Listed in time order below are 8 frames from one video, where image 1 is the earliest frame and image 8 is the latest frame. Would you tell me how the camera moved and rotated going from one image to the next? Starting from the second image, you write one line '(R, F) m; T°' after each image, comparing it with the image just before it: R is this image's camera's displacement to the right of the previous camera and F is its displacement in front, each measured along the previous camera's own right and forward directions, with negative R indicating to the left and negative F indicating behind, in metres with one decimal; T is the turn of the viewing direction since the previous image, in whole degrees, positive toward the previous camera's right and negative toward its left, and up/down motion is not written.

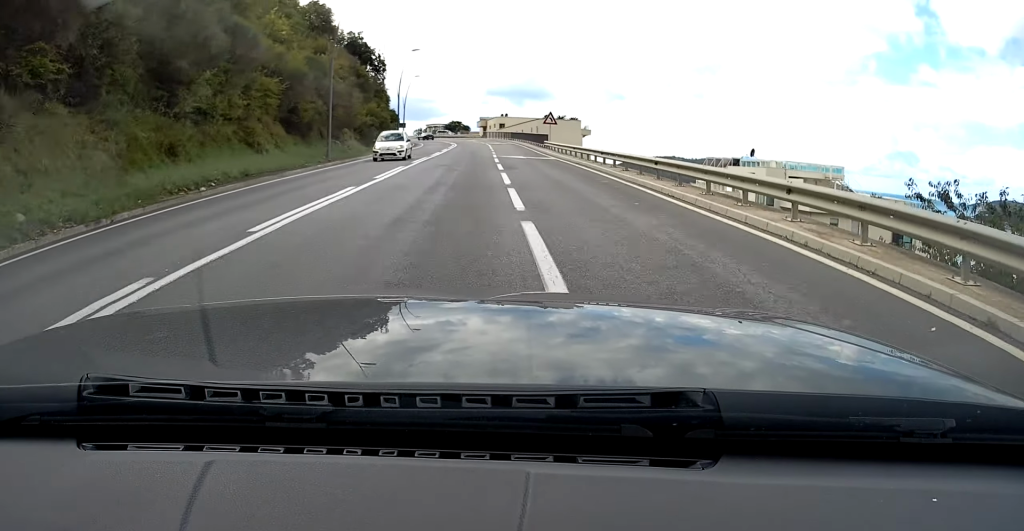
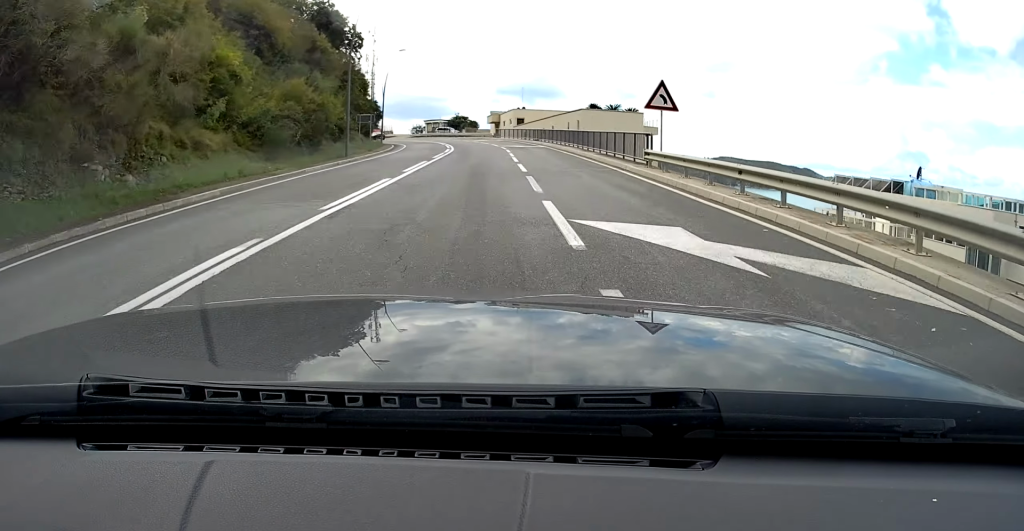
(-0.2, +27.6) m; -1°
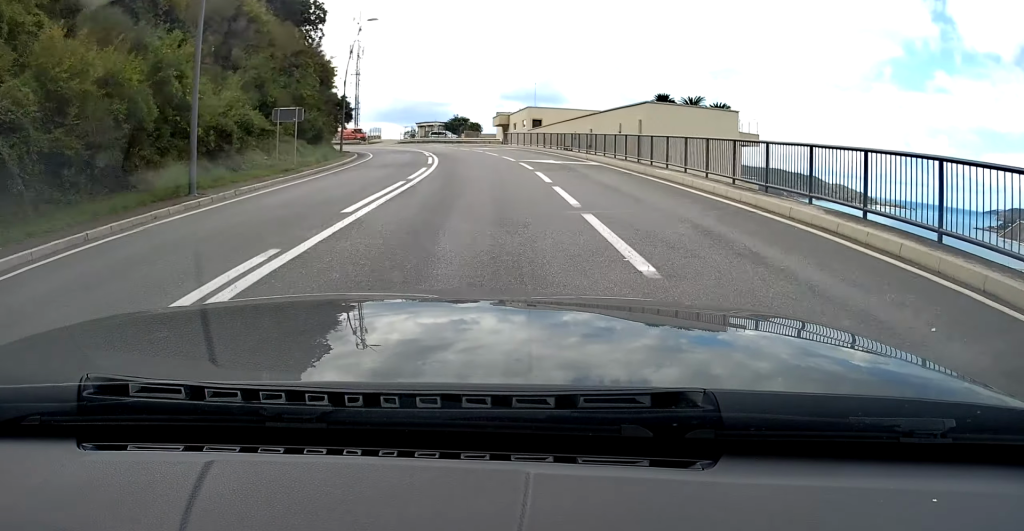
(0.0, +21.1) m; -1°
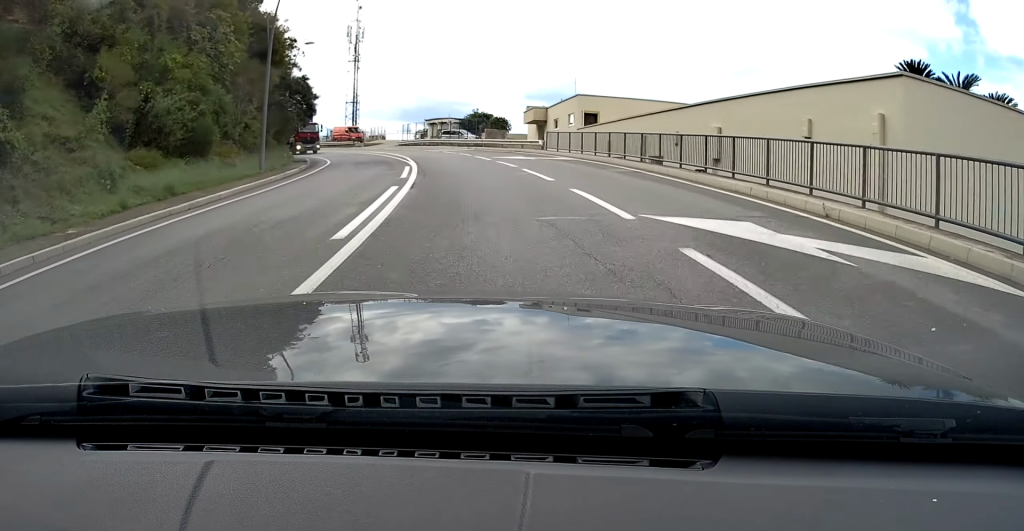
(-0.3, +20.4) m; -3°
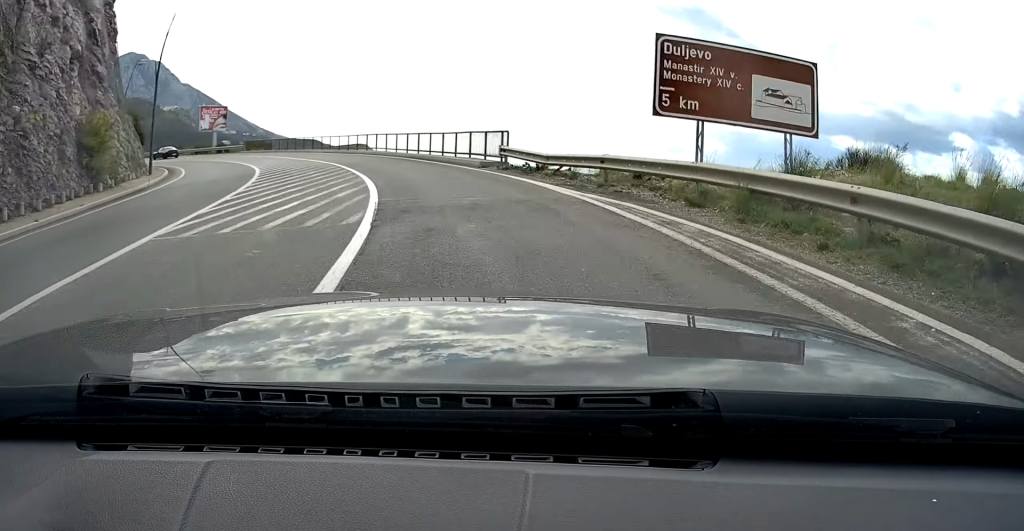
(-18.9, +84.6) m; -37°
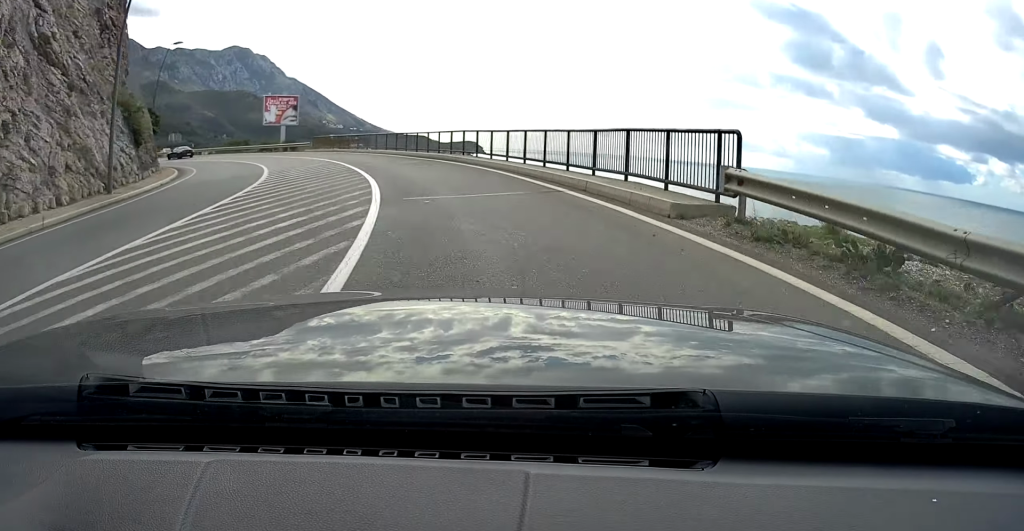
(-2.5, +13.5) m; -9°
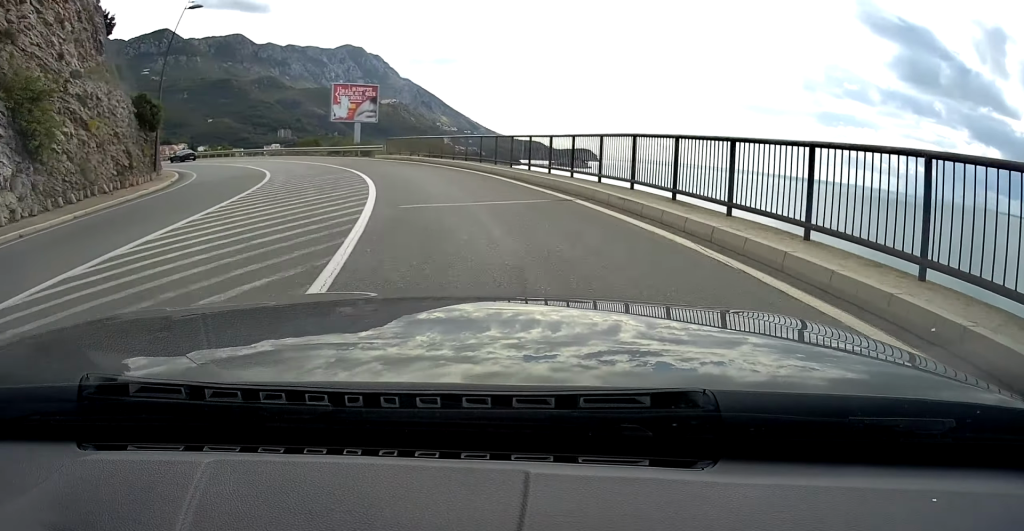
(-0.7, +15.7) m; -11°
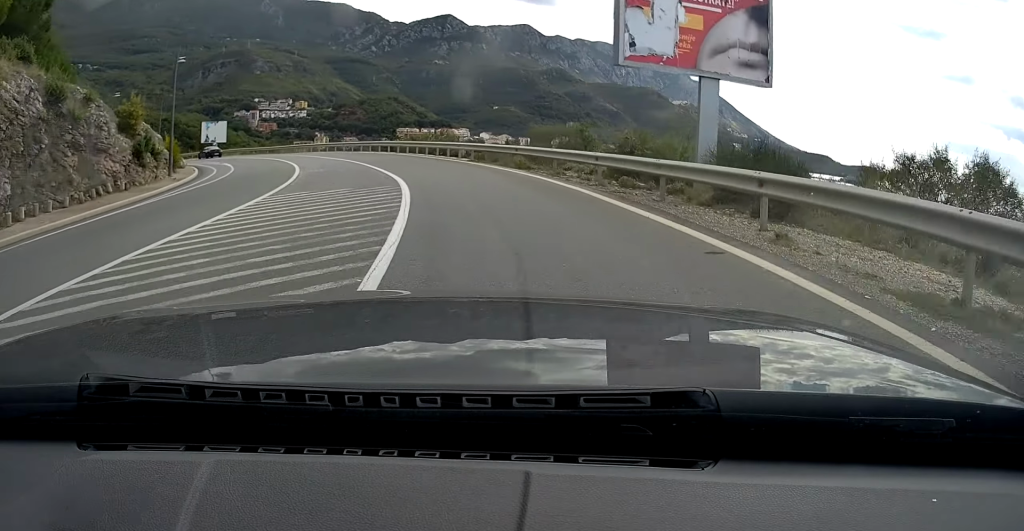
(-9.5, +38.5) m; -27°
